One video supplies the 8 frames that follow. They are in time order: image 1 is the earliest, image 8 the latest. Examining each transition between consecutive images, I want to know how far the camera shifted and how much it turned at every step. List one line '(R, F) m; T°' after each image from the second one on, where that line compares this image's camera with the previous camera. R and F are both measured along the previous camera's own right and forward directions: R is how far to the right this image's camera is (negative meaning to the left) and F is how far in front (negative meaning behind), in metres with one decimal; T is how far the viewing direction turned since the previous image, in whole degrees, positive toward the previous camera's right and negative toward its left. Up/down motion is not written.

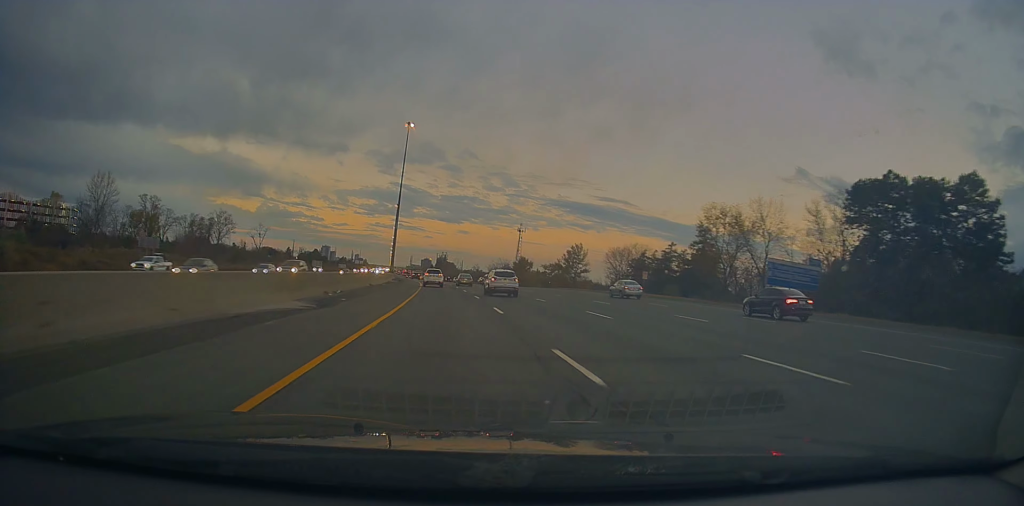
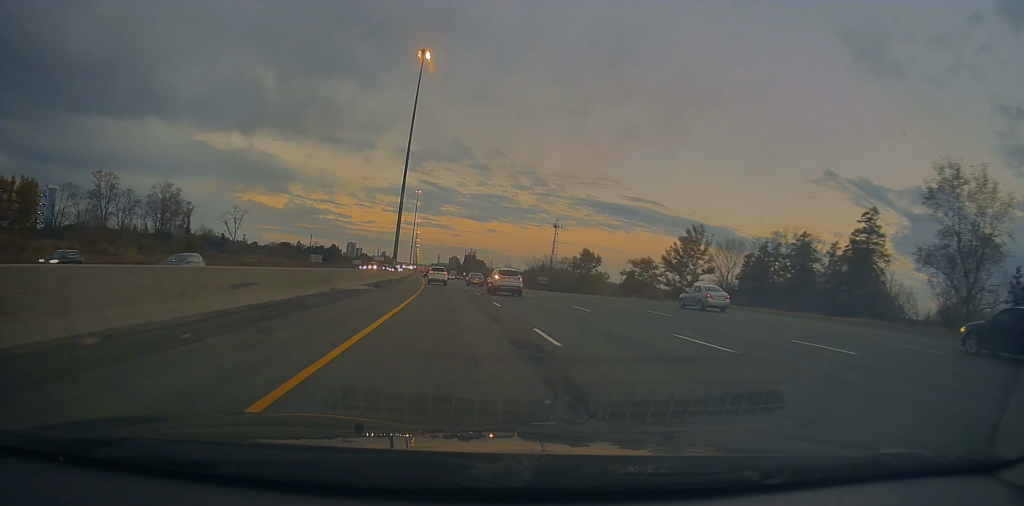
(-1.3, +44.4) m; -2°
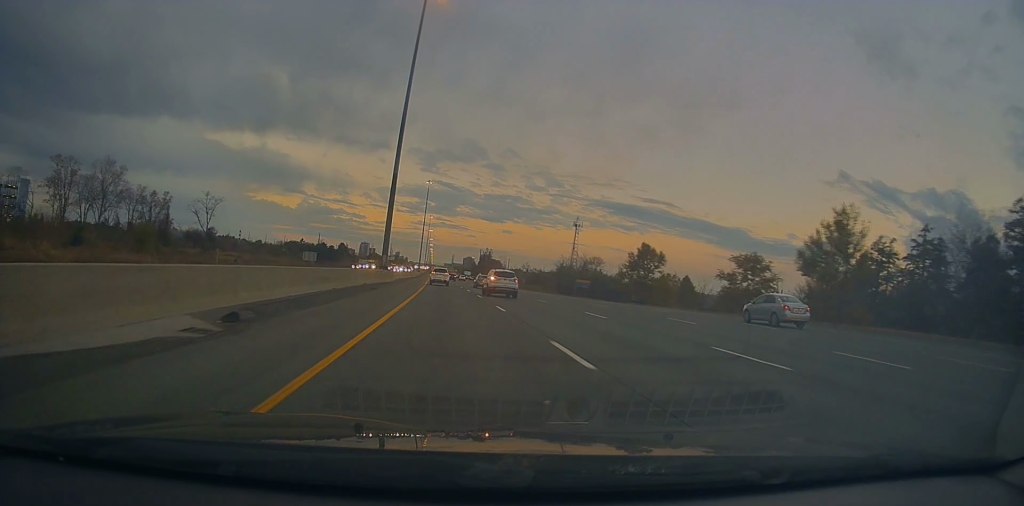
(0.0, +25.9) m; -1°
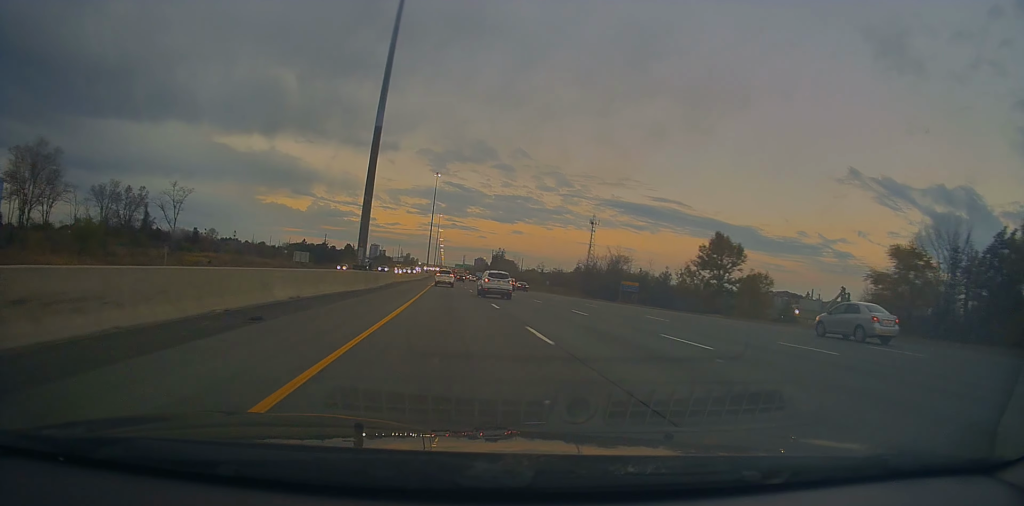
(-0.1, +20.1) m; -1°
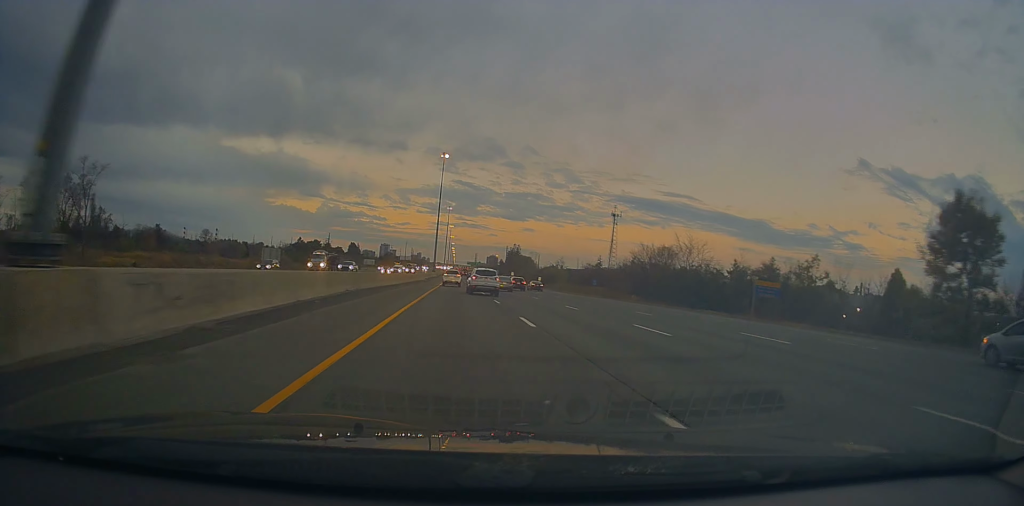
(-0.5, +32.2) m; -2°
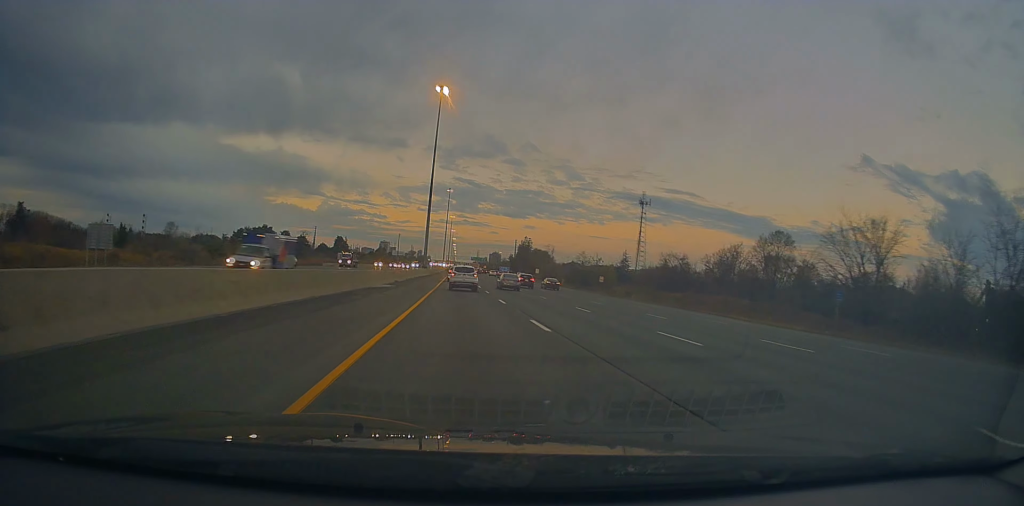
(-0.8, +60.2) m; 0°
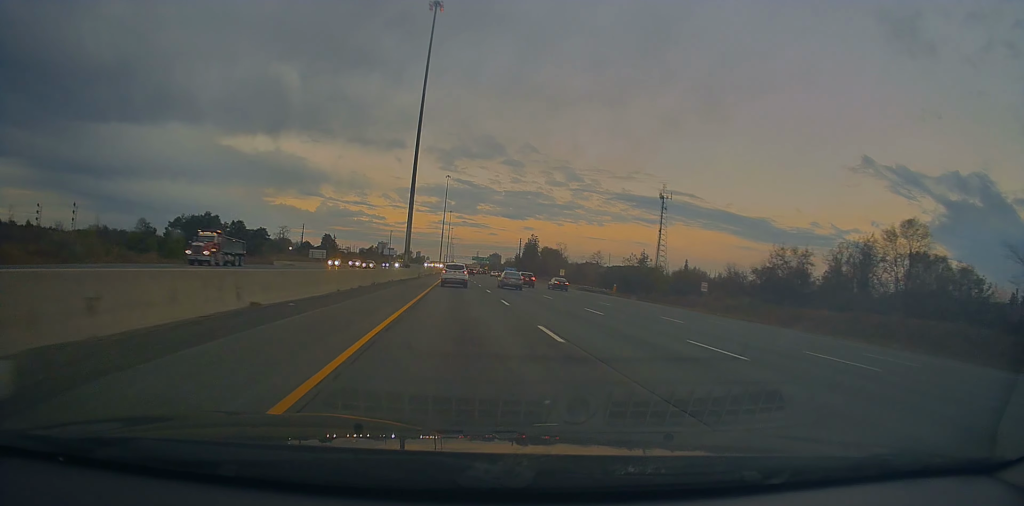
(+0.1, +37.2) m; 0°
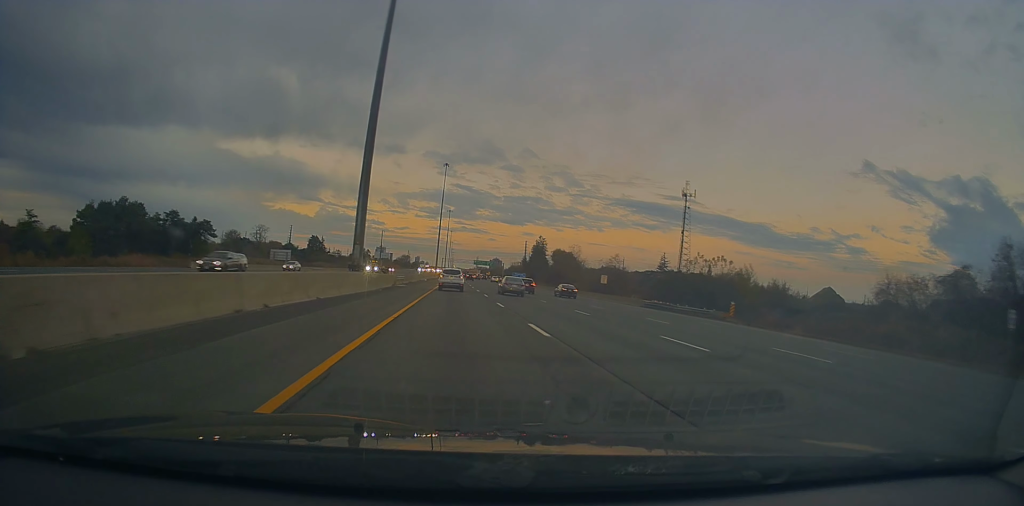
(-0.1, +33.8) m; 0°
